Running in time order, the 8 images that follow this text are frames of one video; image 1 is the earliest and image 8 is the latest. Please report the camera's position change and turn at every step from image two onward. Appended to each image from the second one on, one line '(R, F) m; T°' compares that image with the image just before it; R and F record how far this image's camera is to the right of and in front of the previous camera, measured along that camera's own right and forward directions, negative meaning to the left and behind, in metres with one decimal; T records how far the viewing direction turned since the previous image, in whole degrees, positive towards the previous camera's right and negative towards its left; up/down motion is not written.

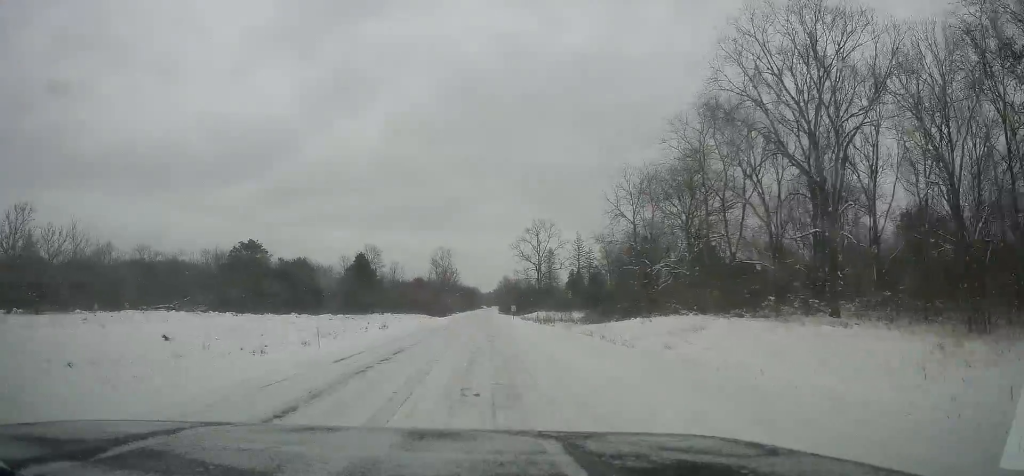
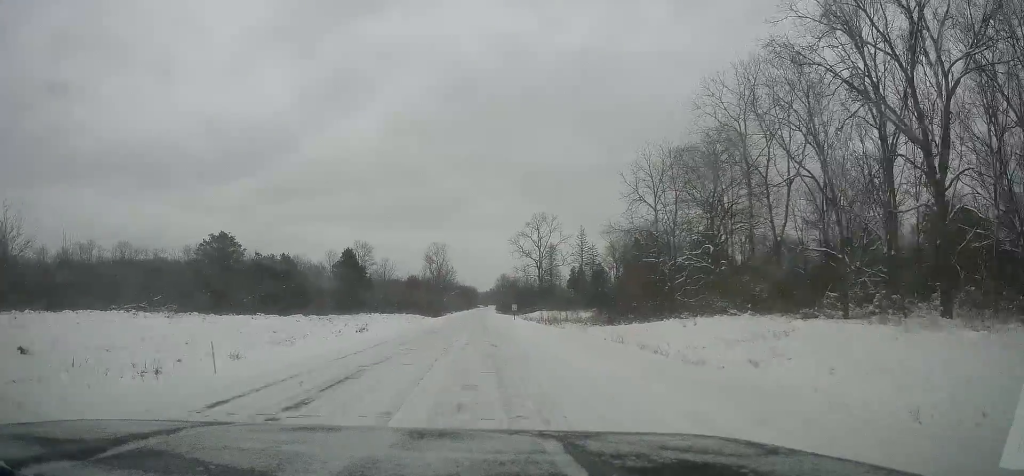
(0.0, +8.9) m; -2°
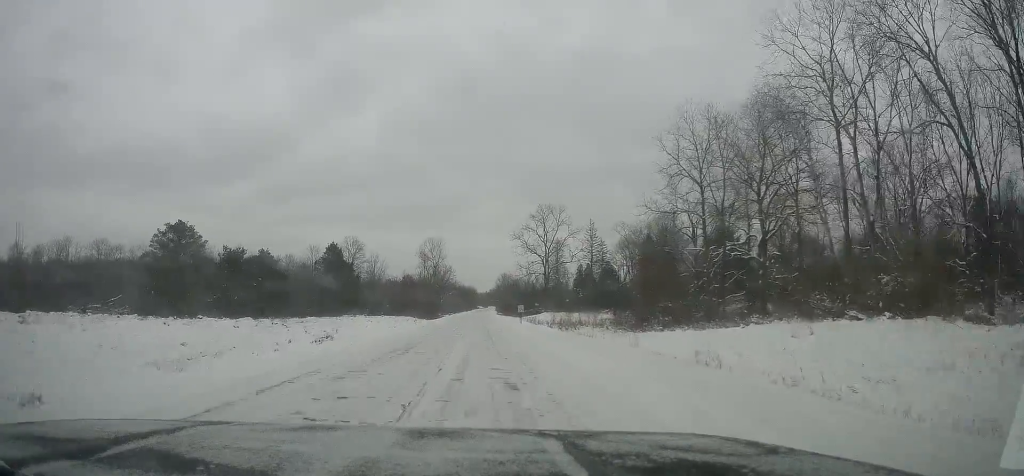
(-0.4, +11.8) m; +1°
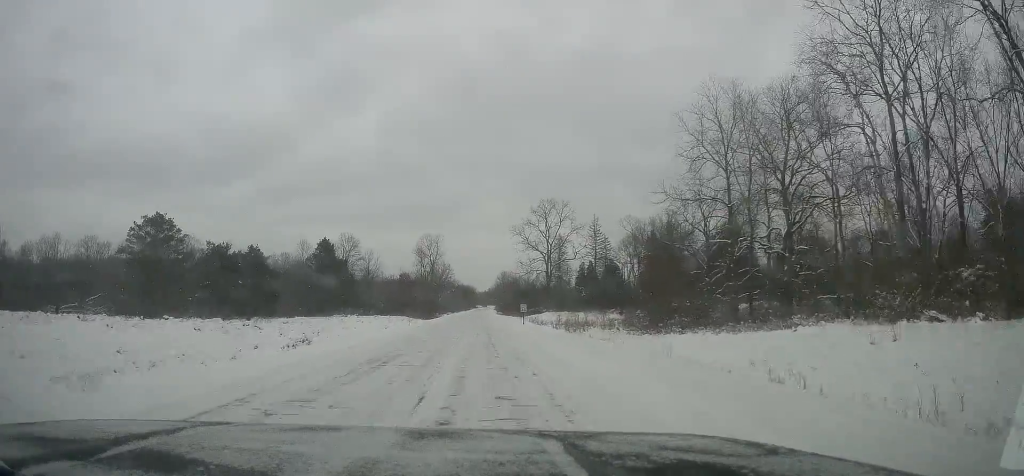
(+0.2, +4.8) m; +1°
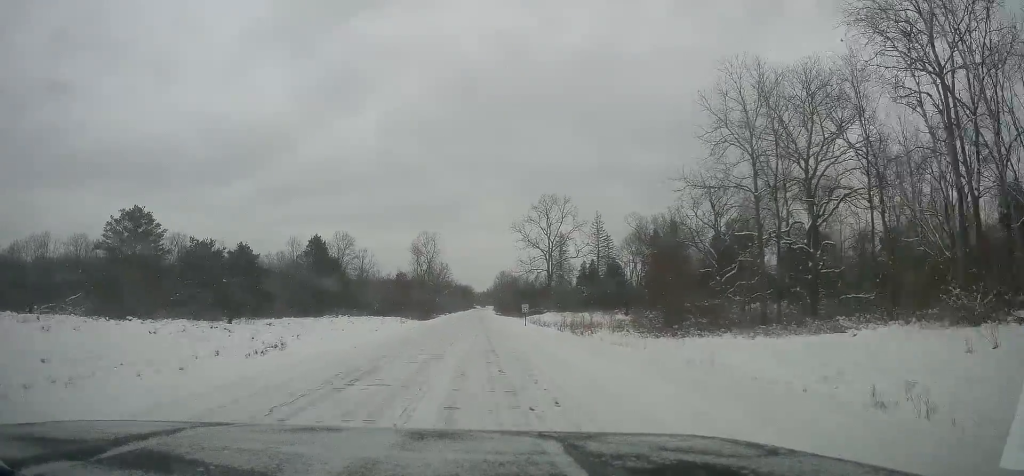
(+0.1, +4.1) m; +1°
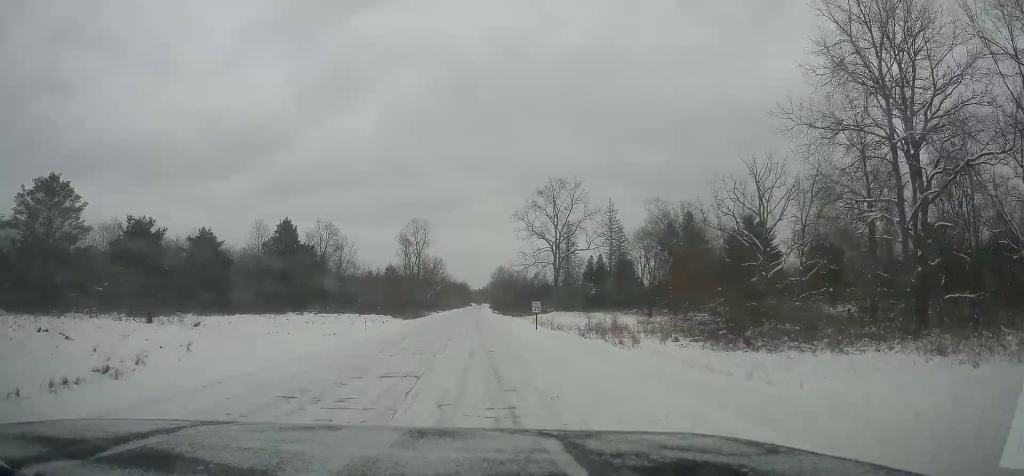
(-0.3, +13.1) m; -3°
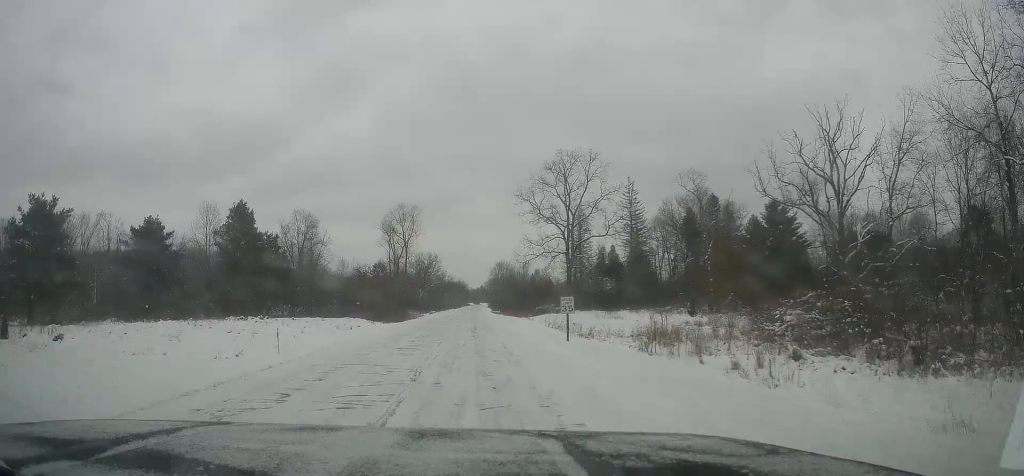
(0.0, +14.5) m; +2°
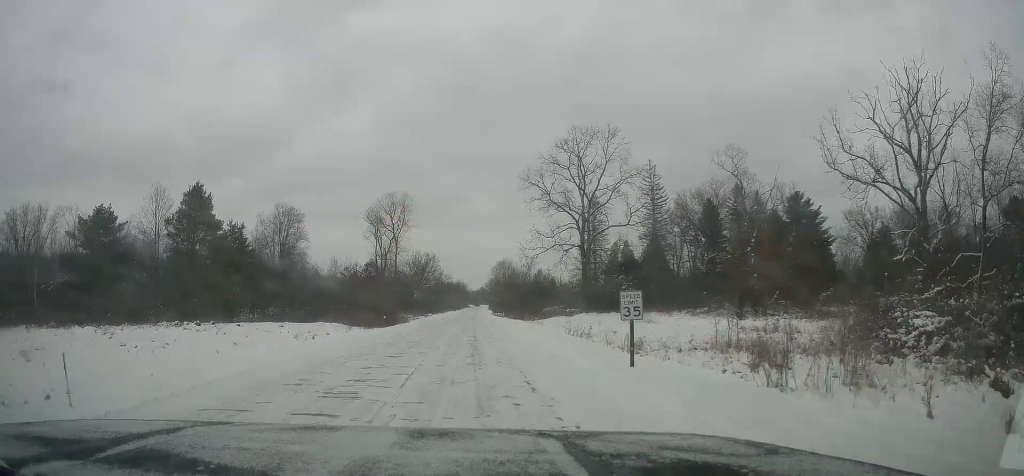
(+0.2, +10.7) m; +1°
